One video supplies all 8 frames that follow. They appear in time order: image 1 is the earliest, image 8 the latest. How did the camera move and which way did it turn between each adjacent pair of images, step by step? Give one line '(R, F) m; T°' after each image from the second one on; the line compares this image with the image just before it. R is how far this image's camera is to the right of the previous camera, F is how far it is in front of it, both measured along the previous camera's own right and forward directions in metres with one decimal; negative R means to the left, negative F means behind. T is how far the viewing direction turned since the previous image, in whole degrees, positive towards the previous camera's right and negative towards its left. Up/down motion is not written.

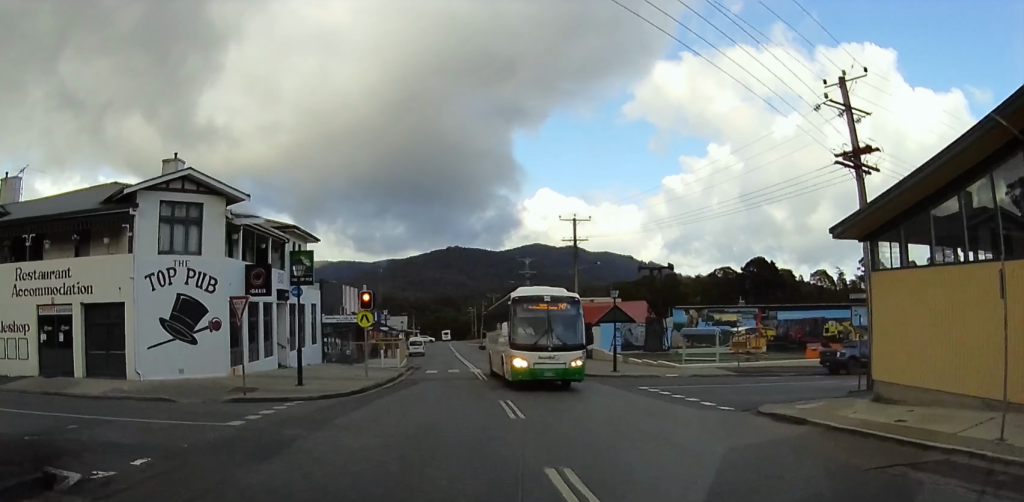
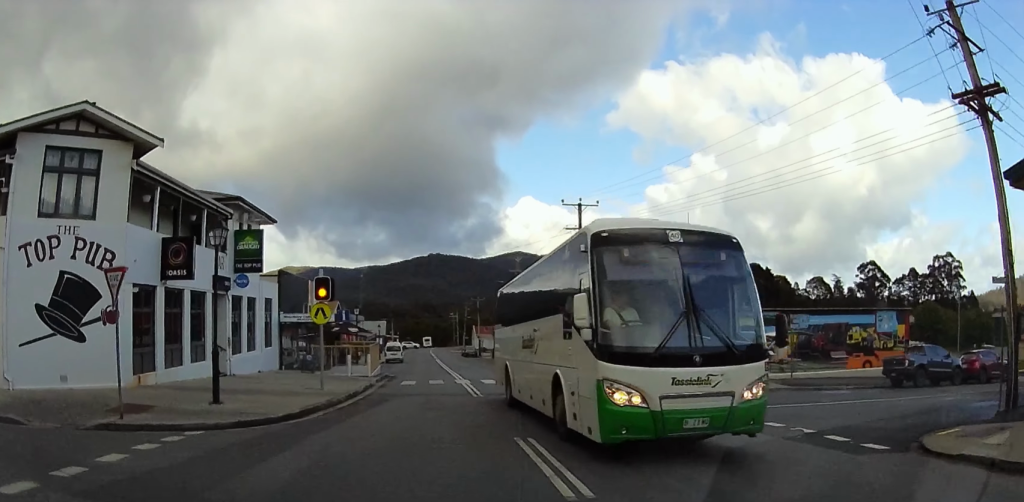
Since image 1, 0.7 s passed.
(+0.6, +7.0) m; +1°
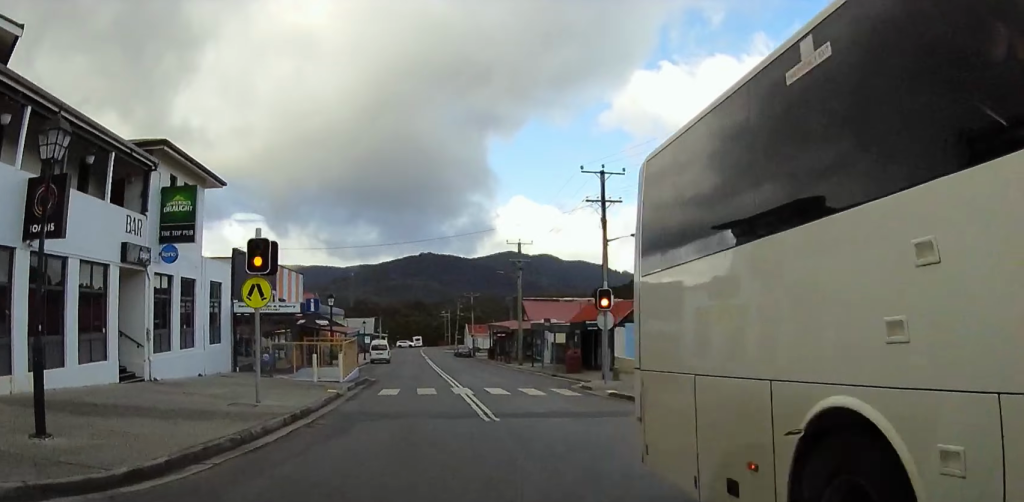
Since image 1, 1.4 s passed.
(-0.2, +7.2) m; -2°
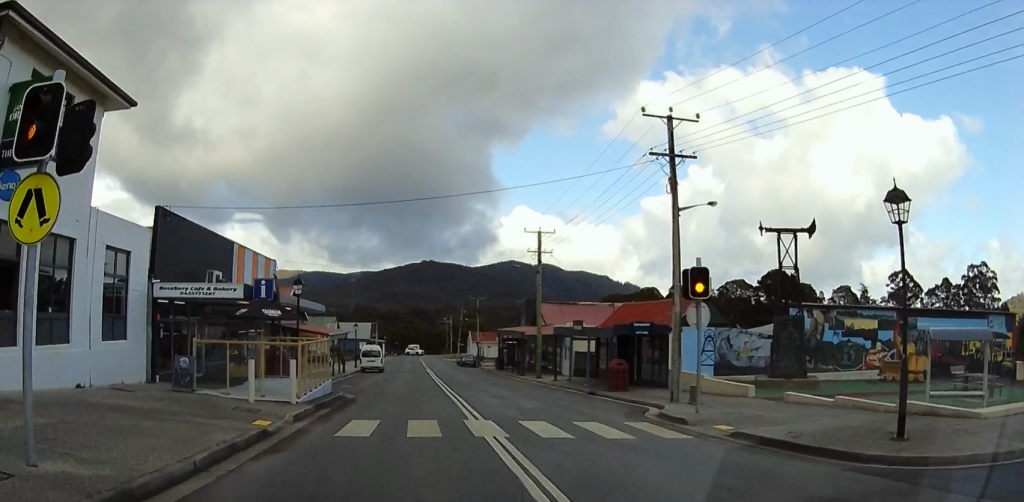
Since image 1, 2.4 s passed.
(-0.3, +10.3) m; -2°
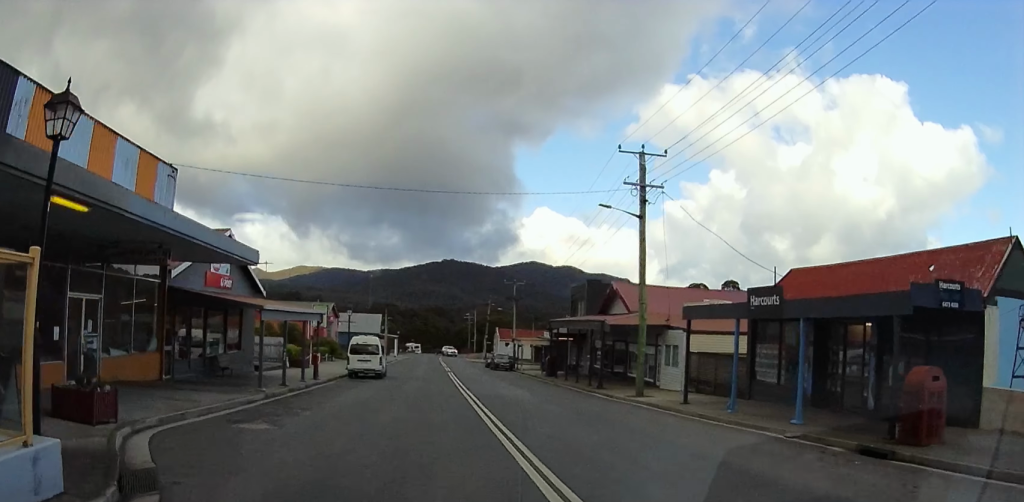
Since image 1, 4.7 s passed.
(+1.9, +20.4) m; +7°
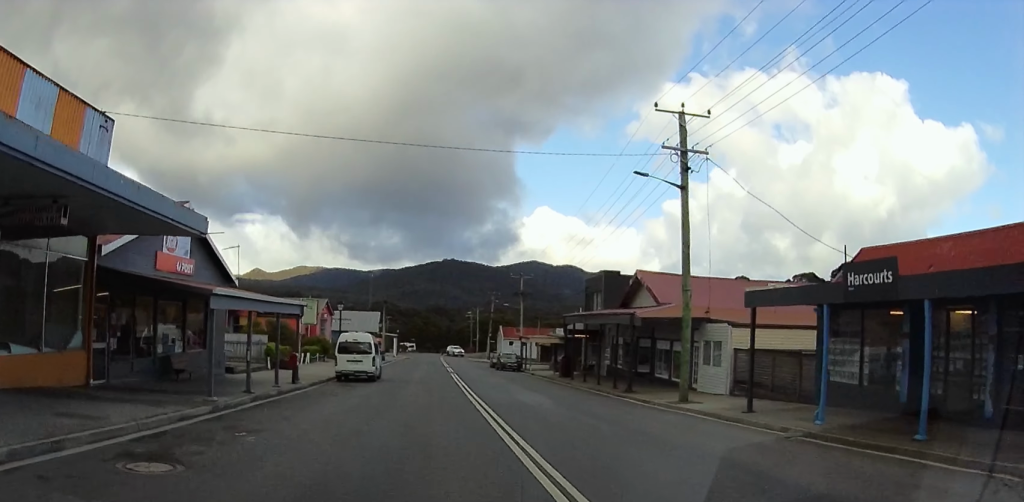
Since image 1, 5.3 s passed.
(-0.3, +4.7) m; -3°
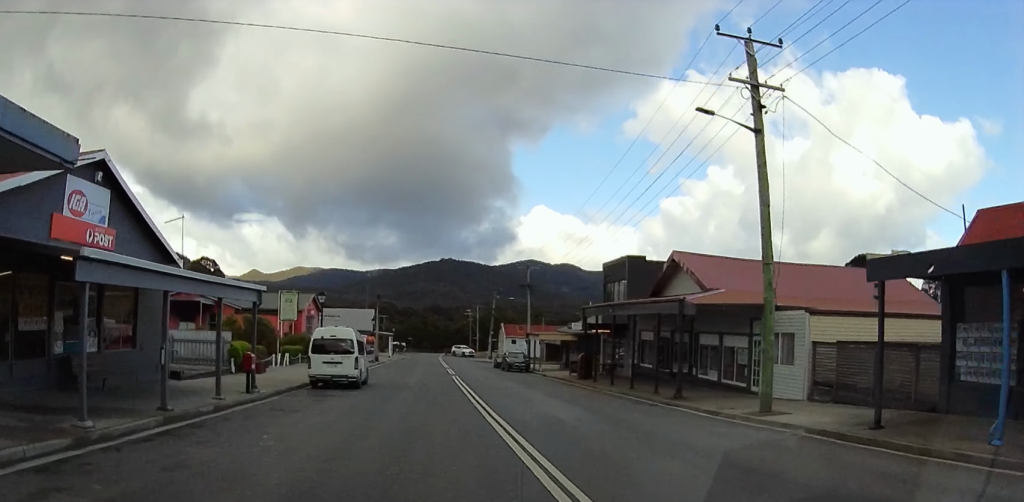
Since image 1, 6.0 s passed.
(-0.4, +5.9) m; -4°
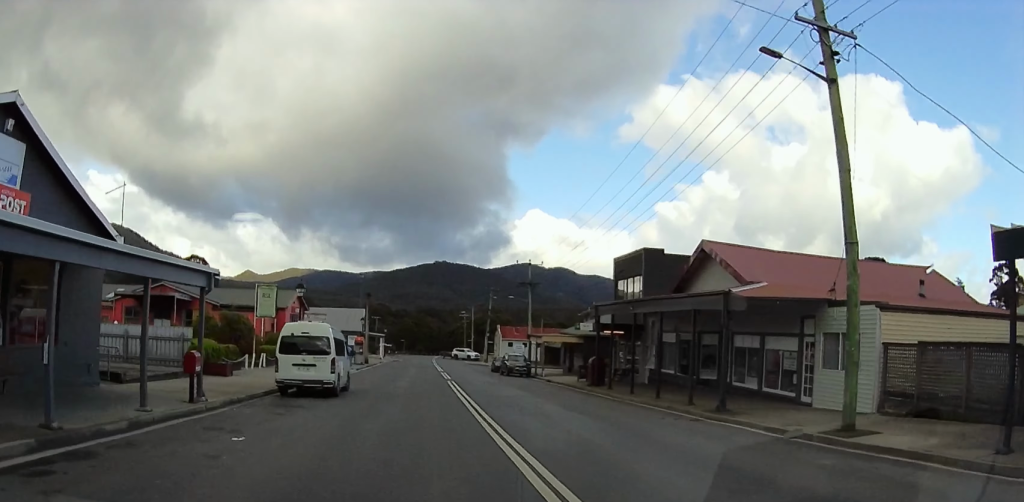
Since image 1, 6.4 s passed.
(0.0, +4.0) m; +1°
